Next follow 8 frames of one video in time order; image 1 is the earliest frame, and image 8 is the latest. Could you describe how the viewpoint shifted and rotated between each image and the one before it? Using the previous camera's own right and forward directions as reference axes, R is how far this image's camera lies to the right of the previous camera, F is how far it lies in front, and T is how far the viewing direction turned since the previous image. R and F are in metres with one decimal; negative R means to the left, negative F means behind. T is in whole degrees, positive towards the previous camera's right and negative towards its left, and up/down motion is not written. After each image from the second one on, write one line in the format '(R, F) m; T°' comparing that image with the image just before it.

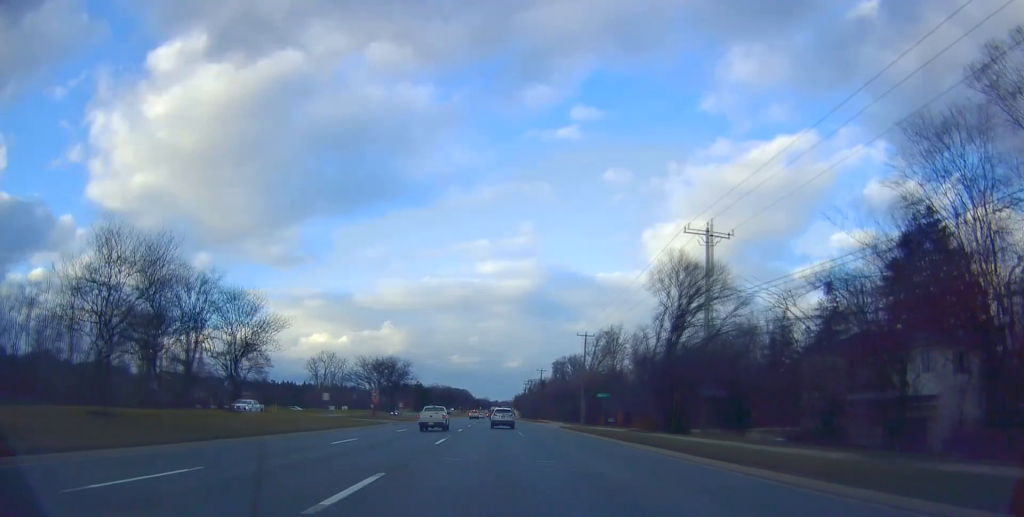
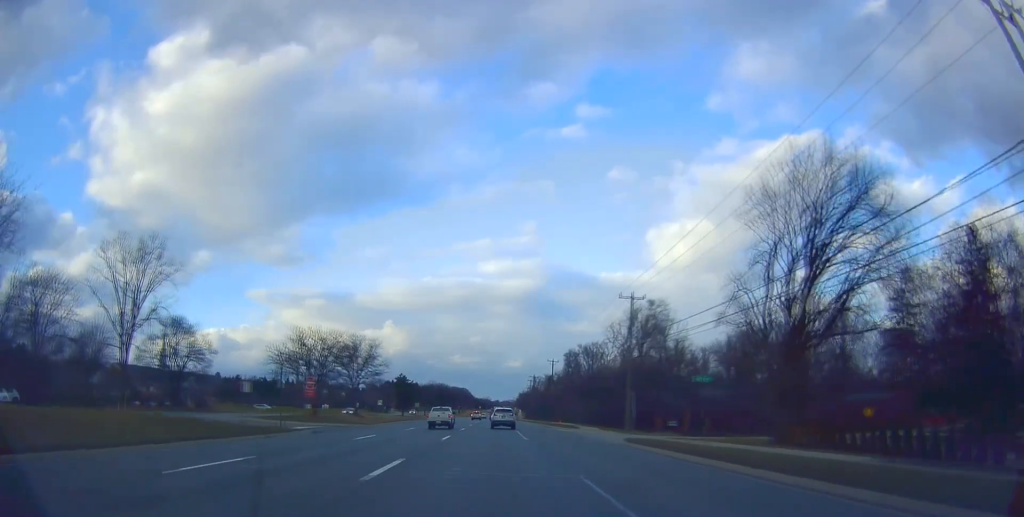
(-0.3, +27.4) m; 0°
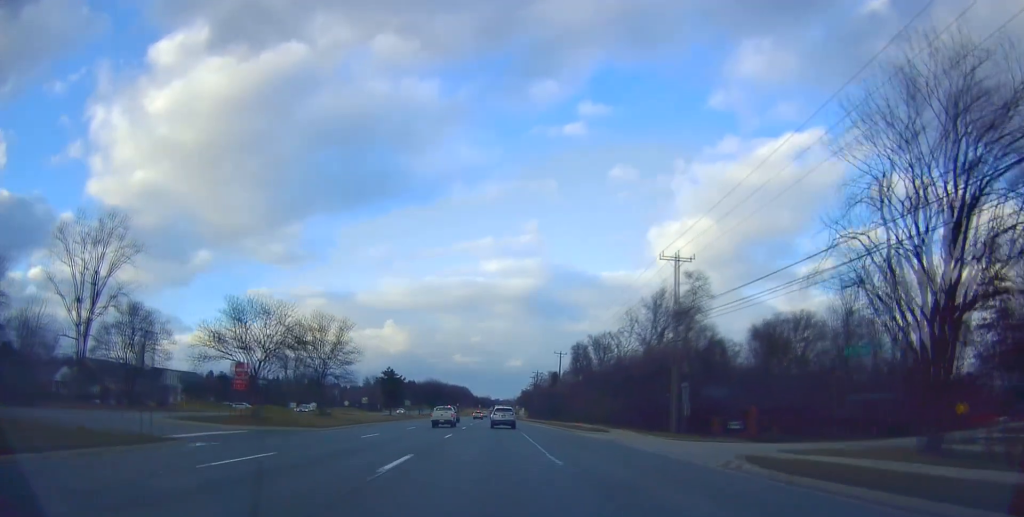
(0.0, +14.1) m; 0°
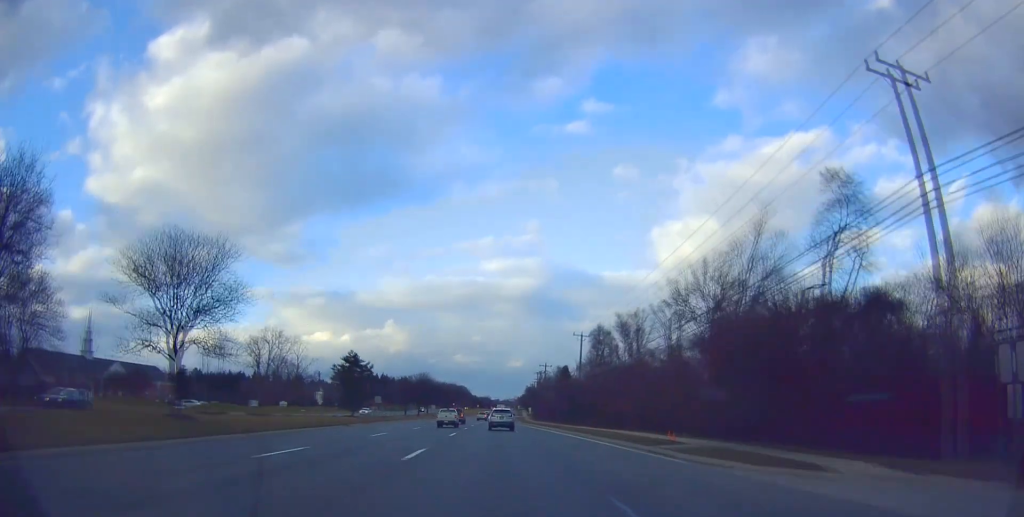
(+0.1, +27.5) m; -1°
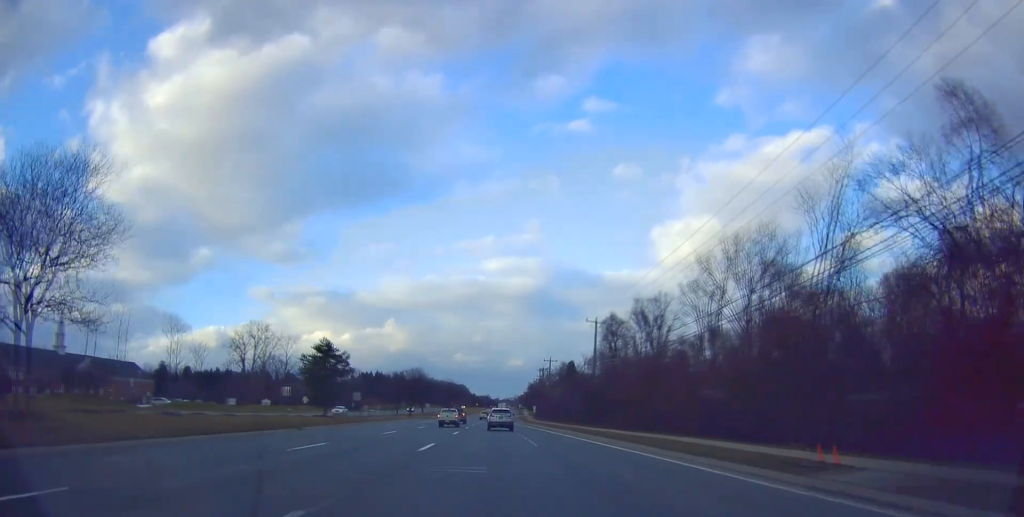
(0.0, +12.6) m; -1°
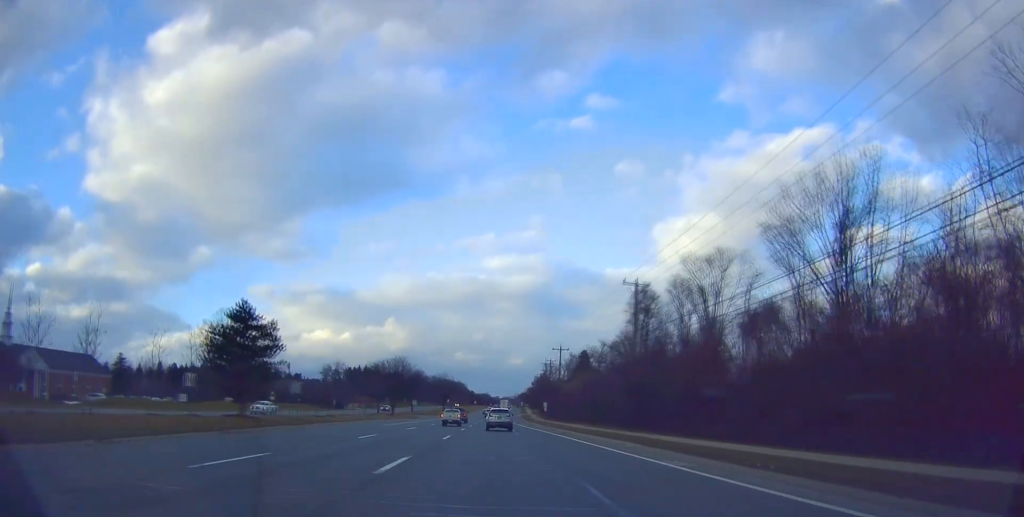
(-0.4, +21.9) m; 0°
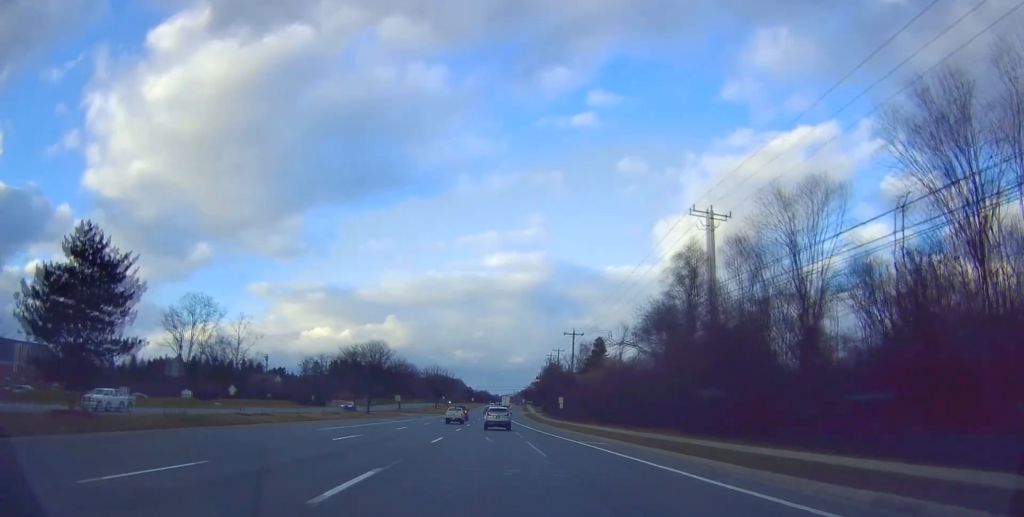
(+0.3, +19.5) m; +2°
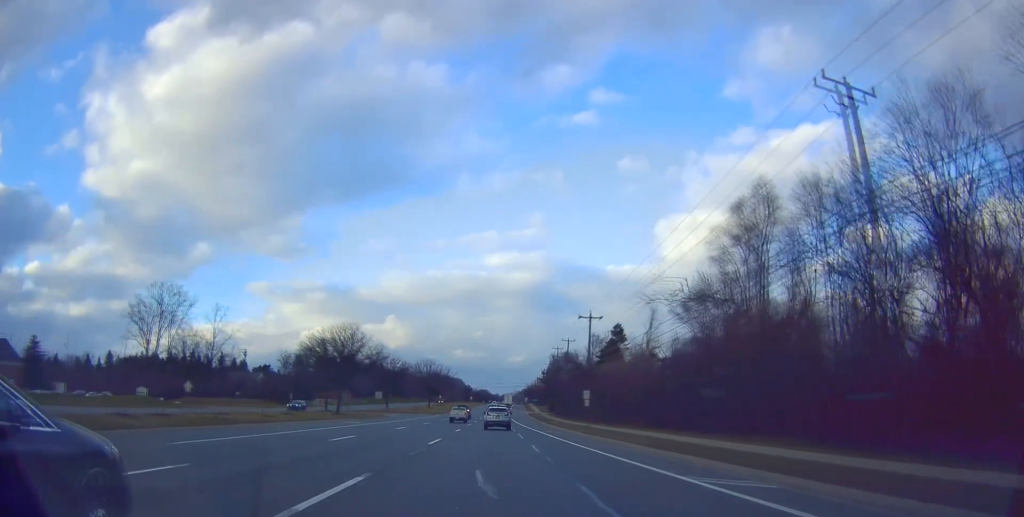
(+0.3, +16.3) m; 0°
